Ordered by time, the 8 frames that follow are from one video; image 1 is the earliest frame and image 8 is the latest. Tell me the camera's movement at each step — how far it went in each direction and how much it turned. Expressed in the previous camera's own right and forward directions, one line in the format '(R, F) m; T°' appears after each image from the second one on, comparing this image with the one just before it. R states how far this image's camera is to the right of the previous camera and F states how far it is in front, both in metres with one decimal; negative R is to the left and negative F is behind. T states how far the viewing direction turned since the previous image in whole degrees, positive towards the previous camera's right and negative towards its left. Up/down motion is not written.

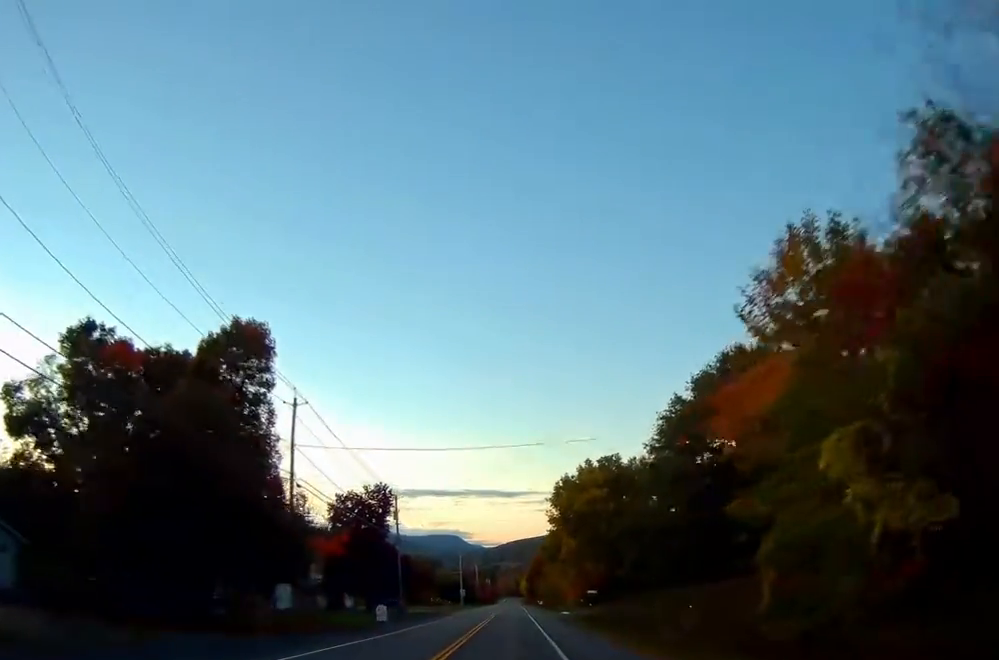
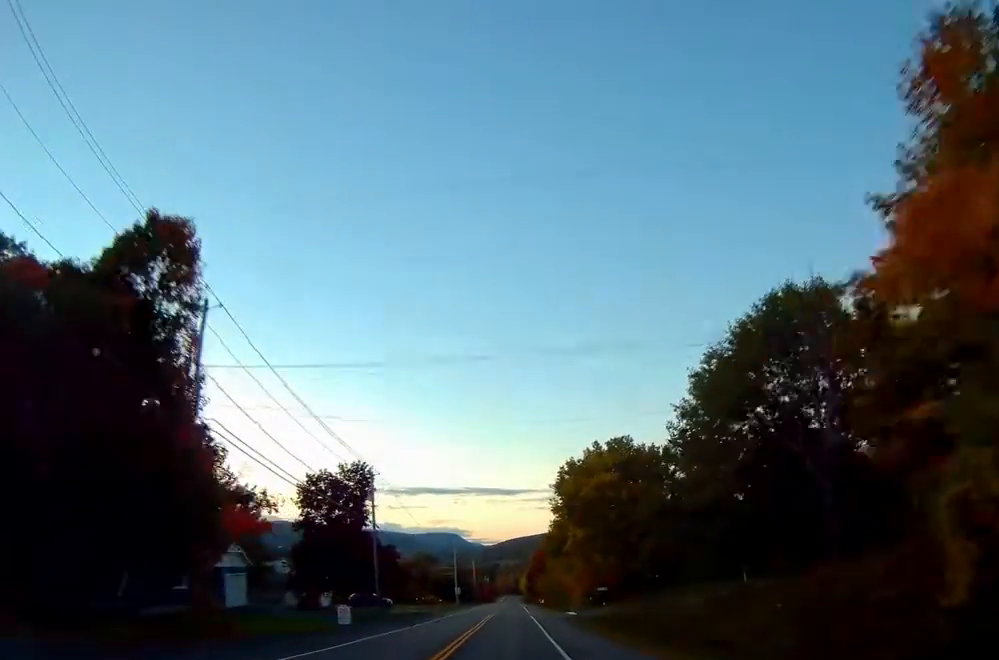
(-0.1, +10.8) m; 0°
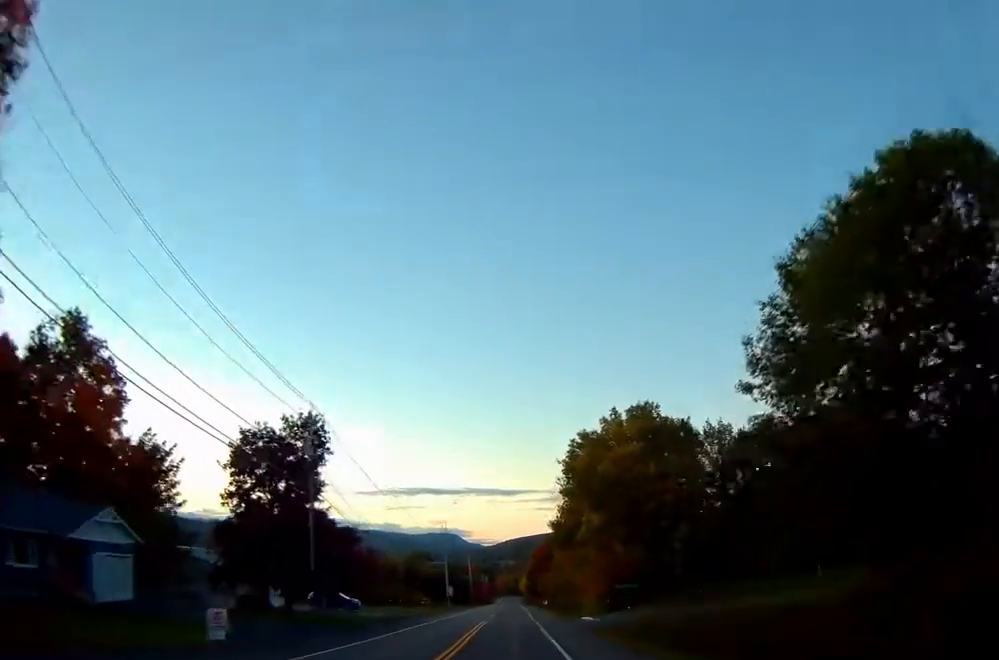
(+0.3, +16.8) m; 0°
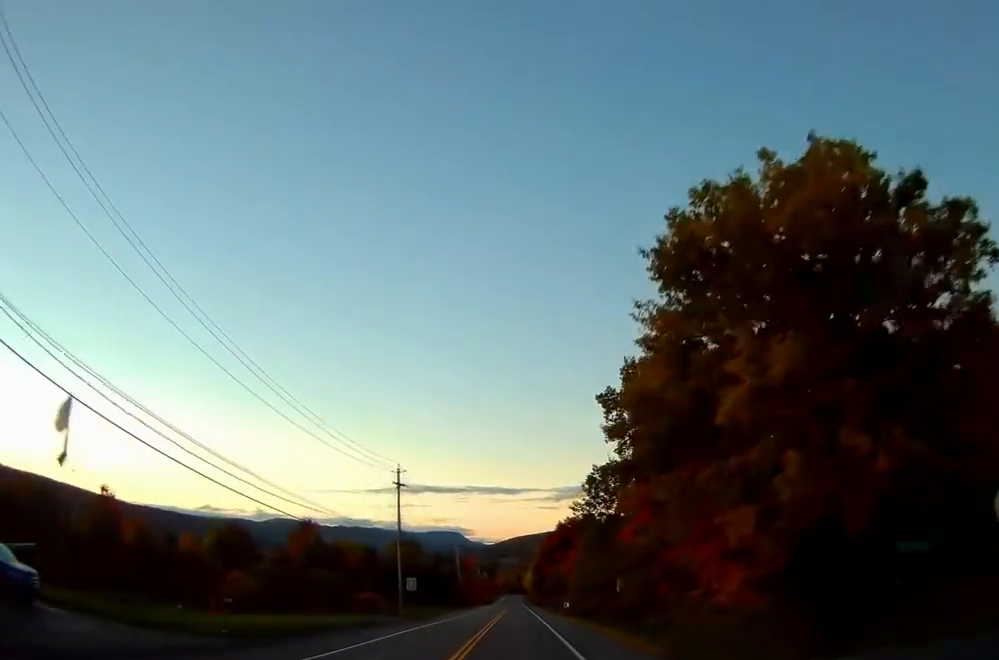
(-0.1, +46.5) m; 0°
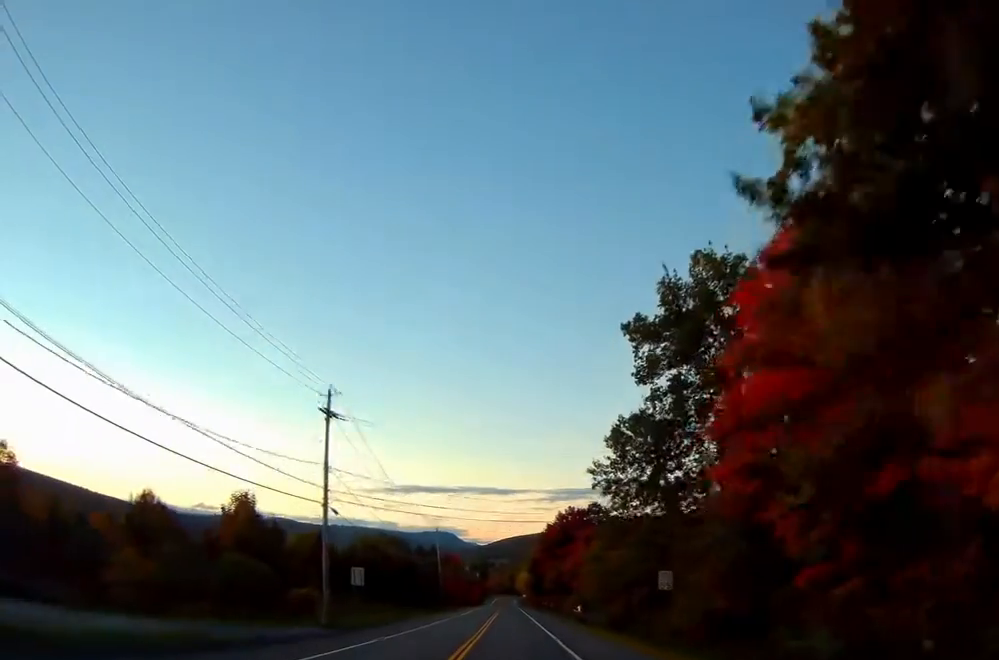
(0.0, +22.1) m; 0°
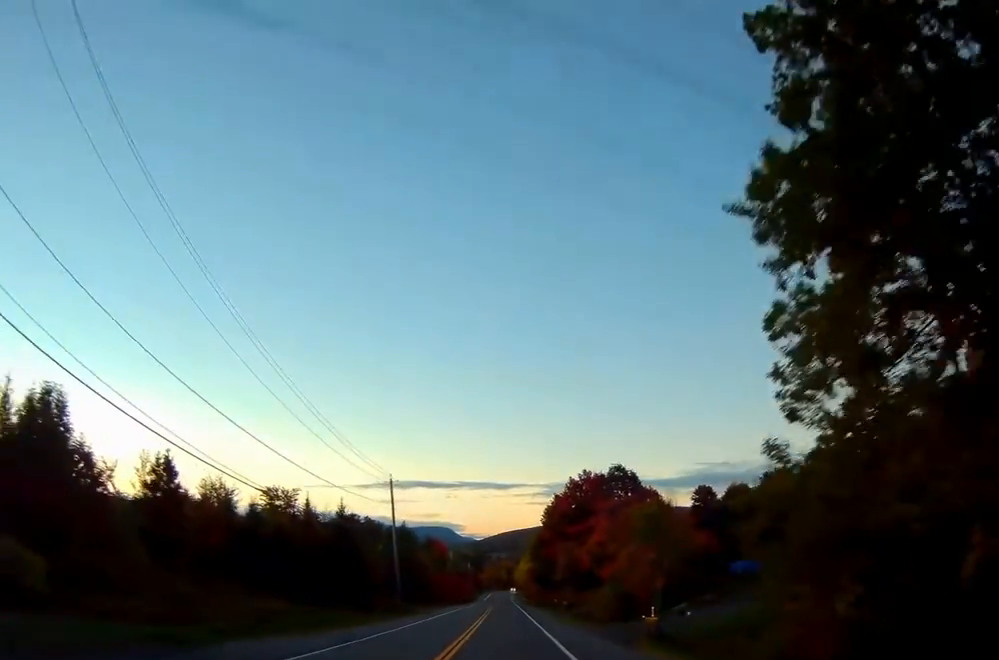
(0.0, +35.2) m; 0°
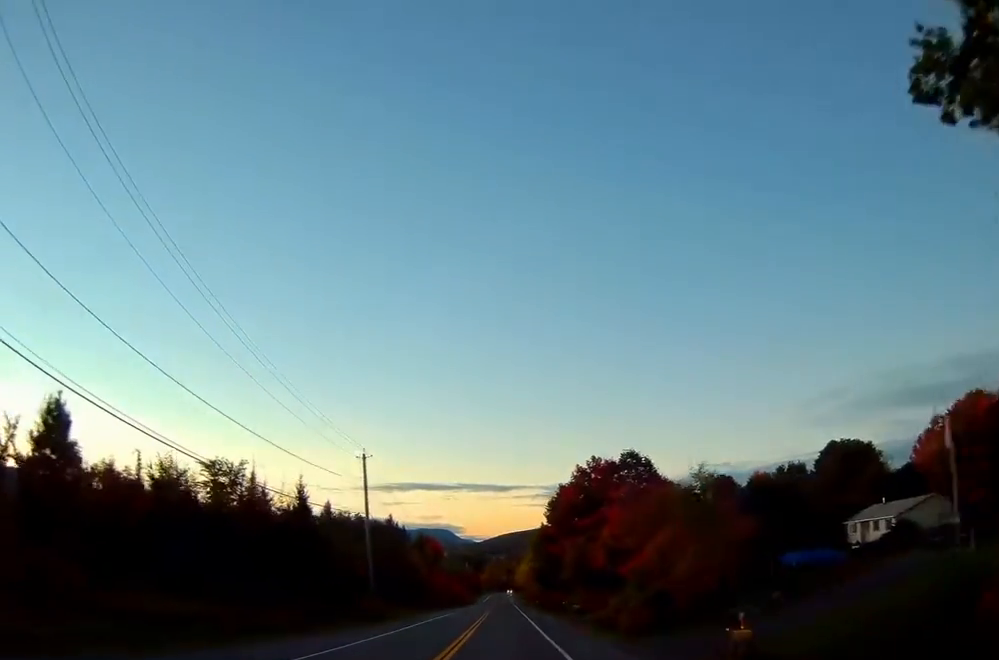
(0.0, +12.1) m; 0°
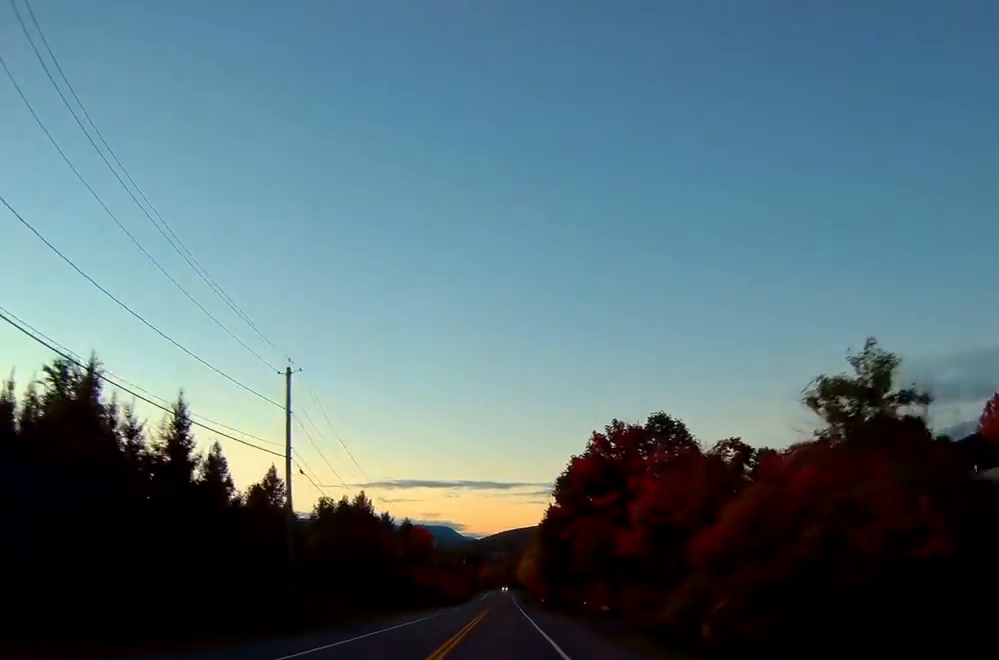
(-0.1, +19.0) m; 0°
